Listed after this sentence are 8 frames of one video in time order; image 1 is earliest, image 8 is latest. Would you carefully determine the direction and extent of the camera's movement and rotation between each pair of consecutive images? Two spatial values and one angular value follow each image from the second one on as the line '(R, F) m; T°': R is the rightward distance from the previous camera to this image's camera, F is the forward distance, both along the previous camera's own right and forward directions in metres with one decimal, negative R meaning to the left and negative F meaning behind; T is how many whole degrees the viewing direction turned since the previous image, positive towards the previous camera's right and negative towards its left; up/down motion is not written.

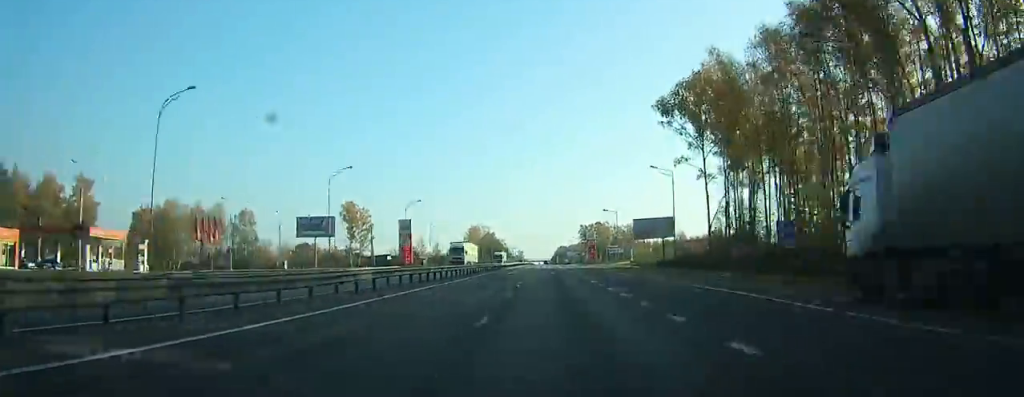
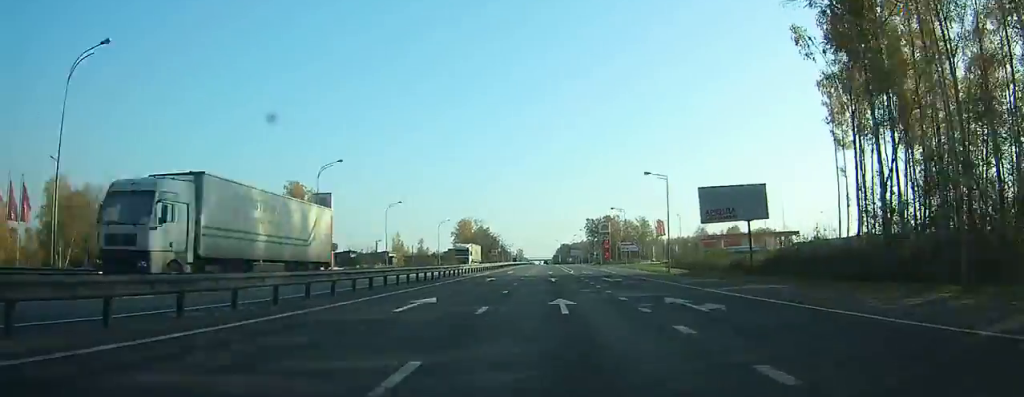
(+0.3, +37.3) m; 0°
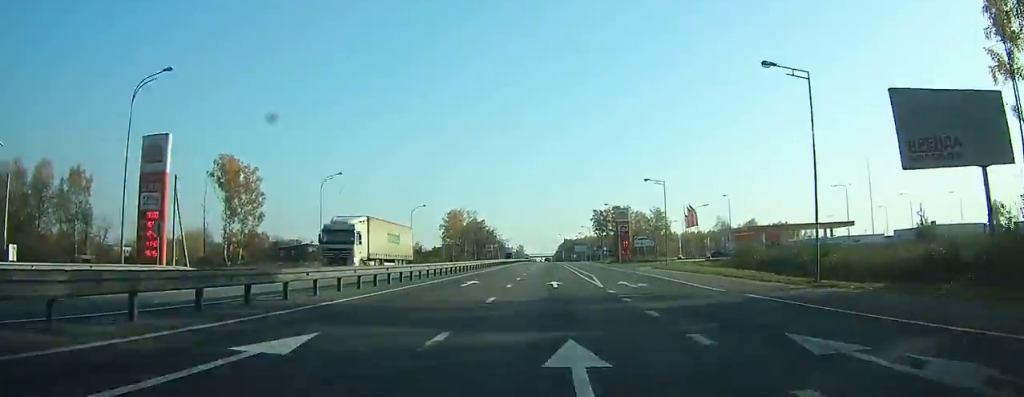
(-0.2, +28.5) m; -1°
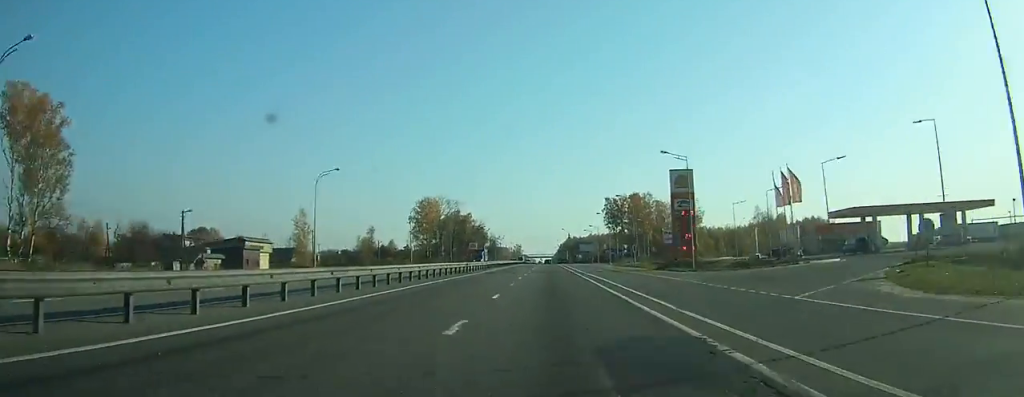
(-0.3, +46.0) m; -1°
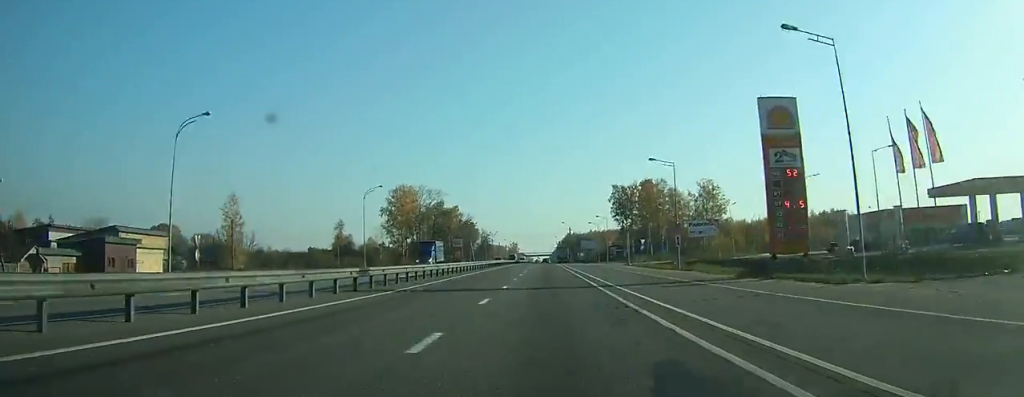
(0.0, +26.5) m; 0°
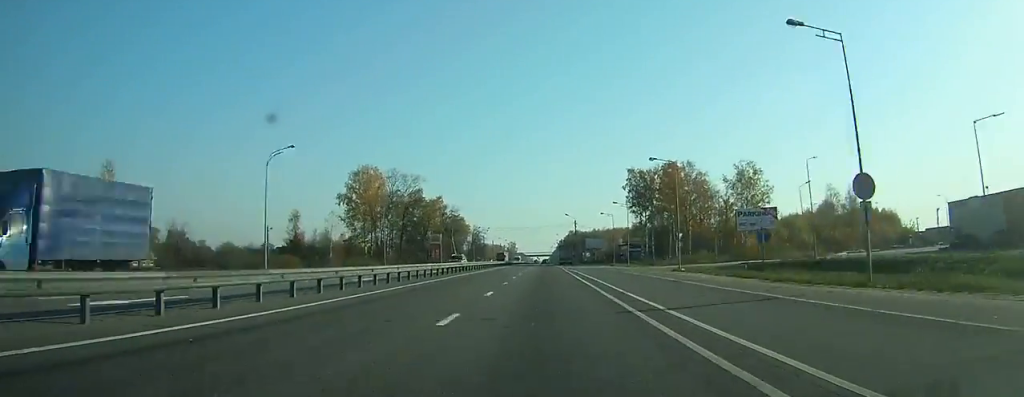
(-0.1, +30.0) m; 0°
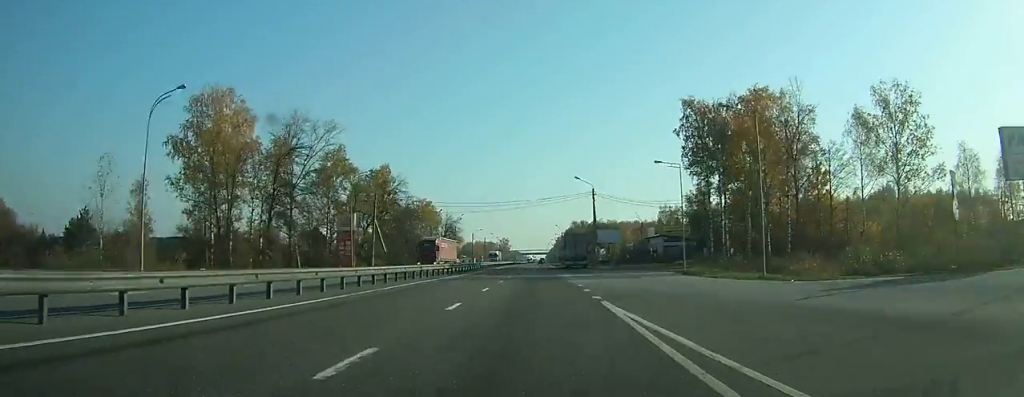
(+0.5, +53.4) m; 0°
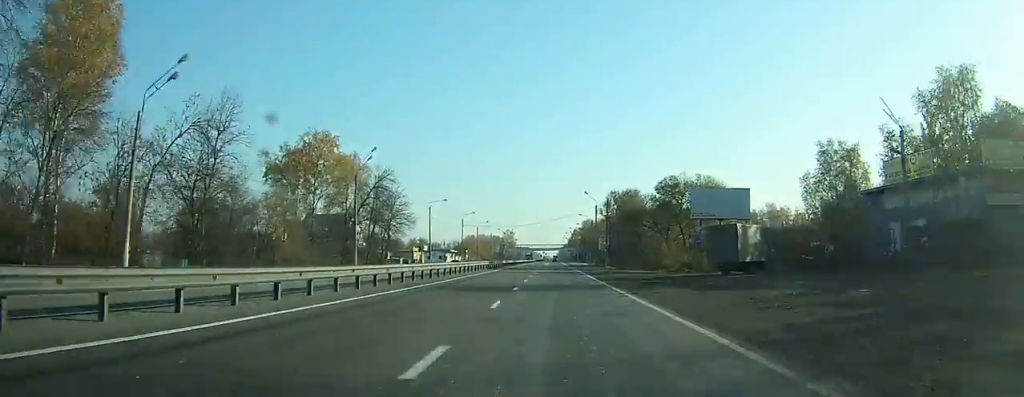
(+3.8, +79.1) m; +4°
